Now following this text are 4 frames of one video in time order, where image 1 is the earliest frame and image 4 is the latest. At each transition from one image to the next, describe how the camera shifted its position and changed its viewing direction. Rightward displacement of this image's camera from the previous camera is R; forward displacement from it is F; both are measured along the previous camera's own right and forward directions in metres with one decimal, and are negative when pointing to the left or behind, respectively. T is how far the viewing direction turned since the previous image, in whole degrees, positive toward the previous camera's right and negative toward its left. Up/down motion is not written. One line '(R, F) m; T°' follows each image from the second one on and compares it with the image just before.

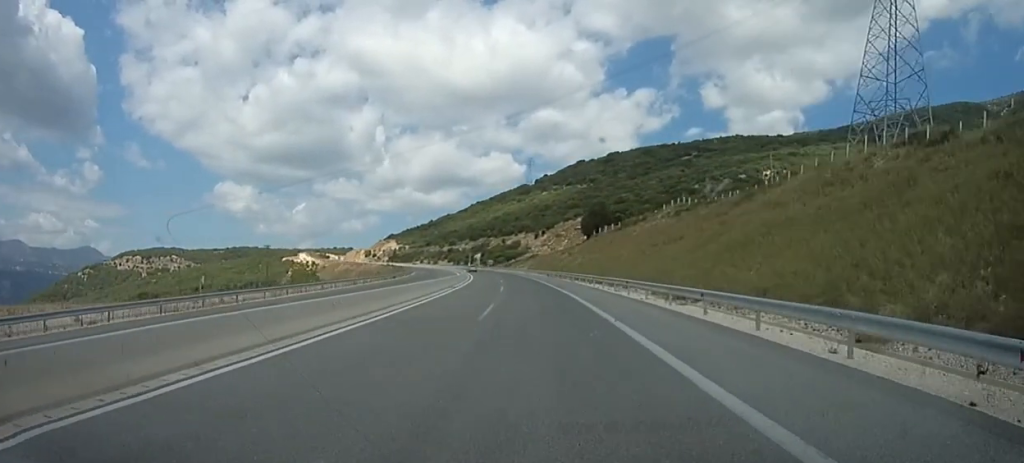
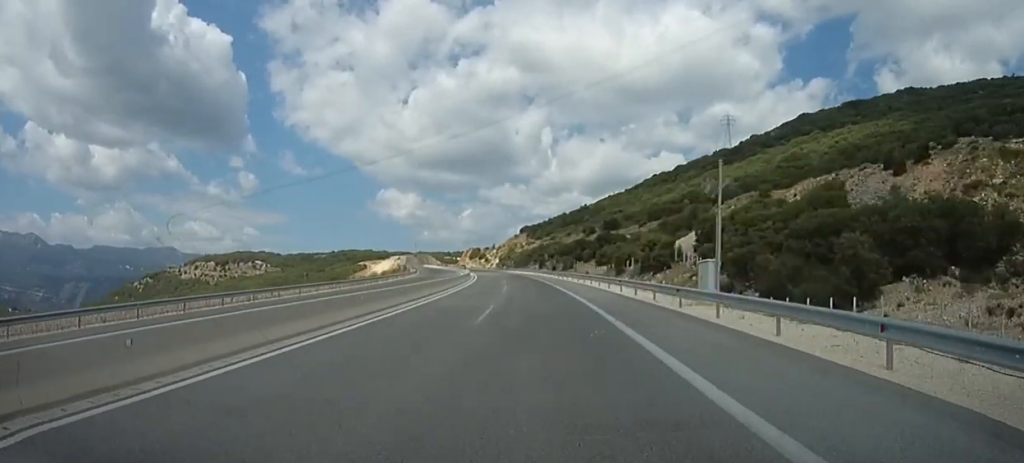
(-27.3, +183.3) m; -17°
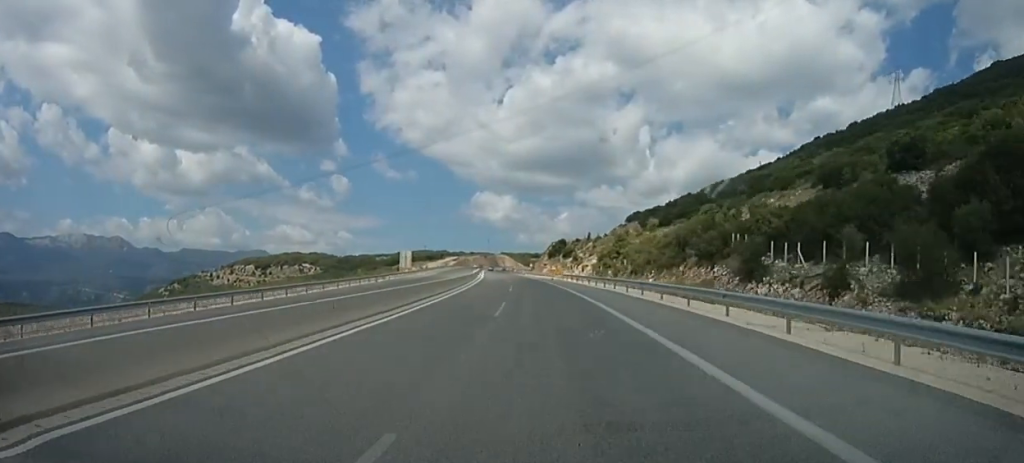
(-11.0, +109.8) m; -10°
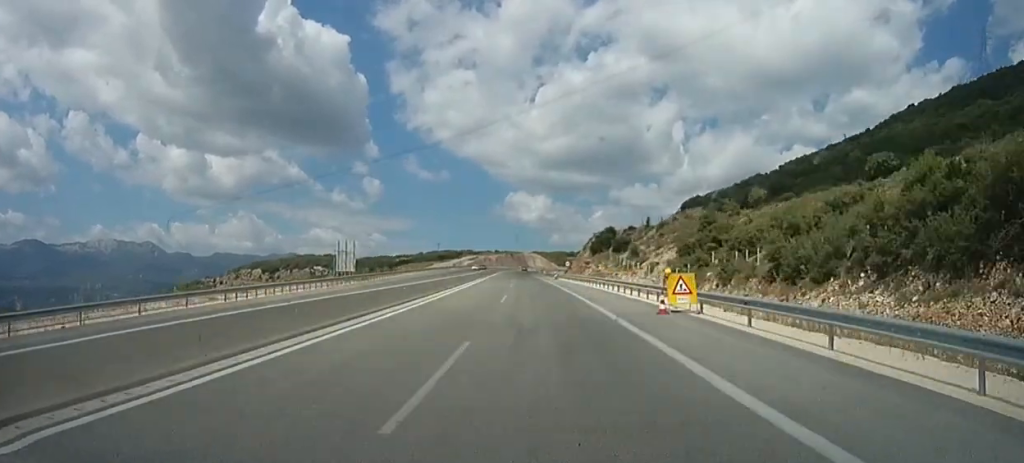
(-1.2, +49.8) m; -3°
